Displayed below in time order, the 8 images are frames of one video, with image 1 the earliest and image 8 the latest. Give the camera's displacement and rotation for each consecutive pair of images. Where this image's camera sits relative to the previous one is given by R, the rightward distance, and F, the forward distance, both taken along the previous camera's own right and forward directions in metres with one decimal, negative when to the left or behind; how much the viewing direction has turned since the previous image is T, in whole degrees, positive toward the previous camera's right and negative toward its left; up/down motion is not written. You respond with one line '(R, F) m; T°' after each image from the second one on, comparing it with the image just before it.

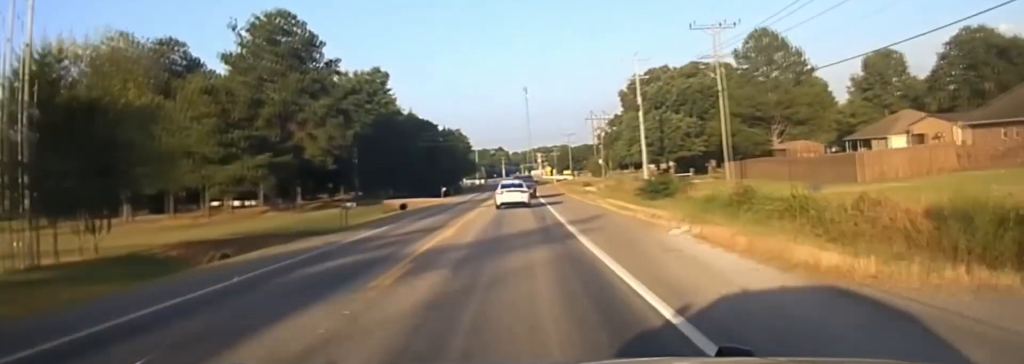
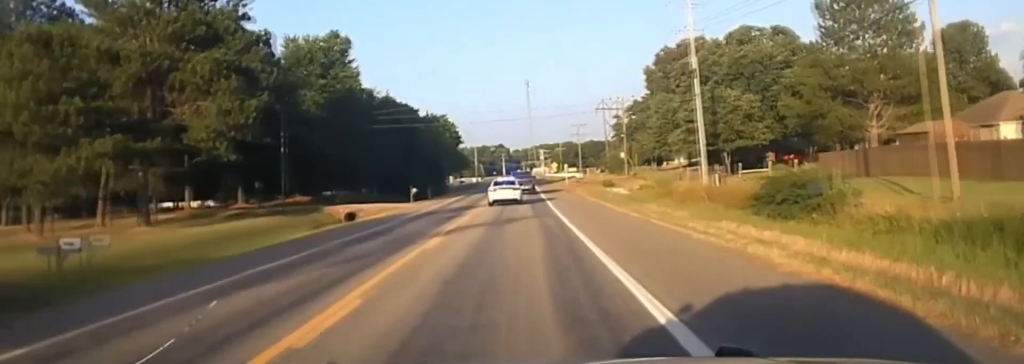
(0.0, +28.5) m; 0°
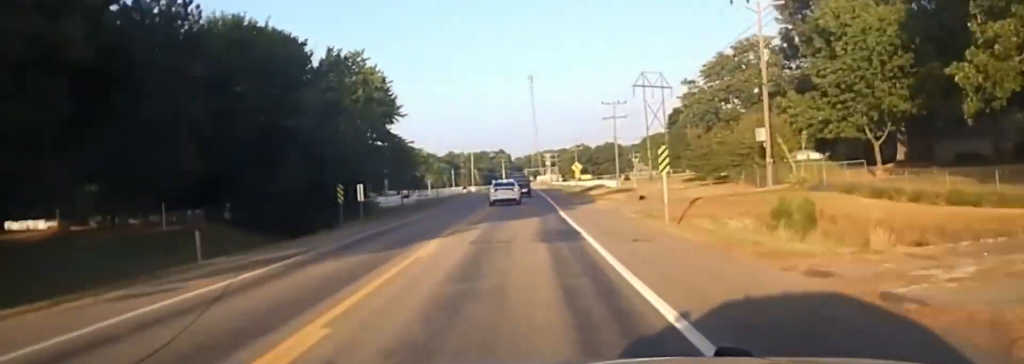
(+0.1, +60.4) m; +1°
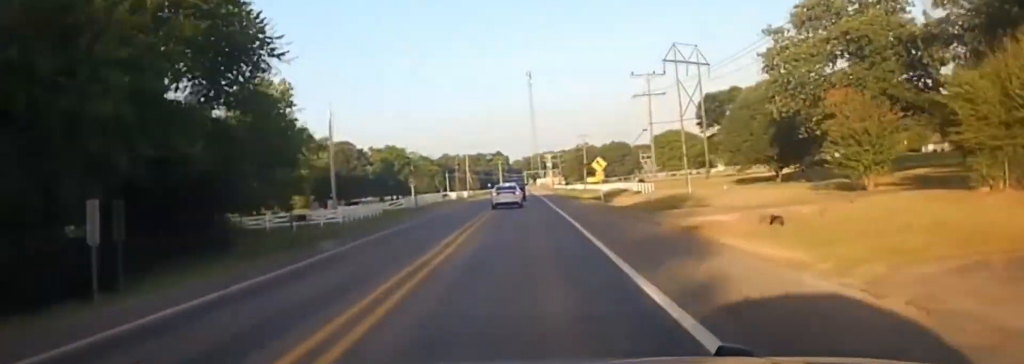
(+0.5, +31.6) m; 0°
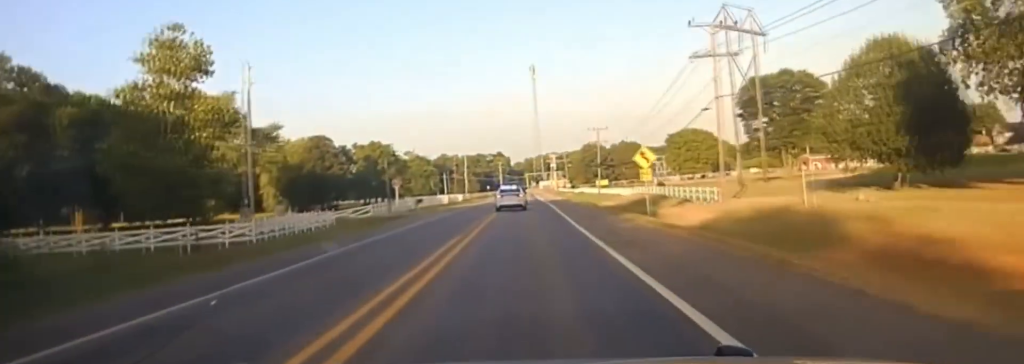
(-0.3, +26.2) m; 0°
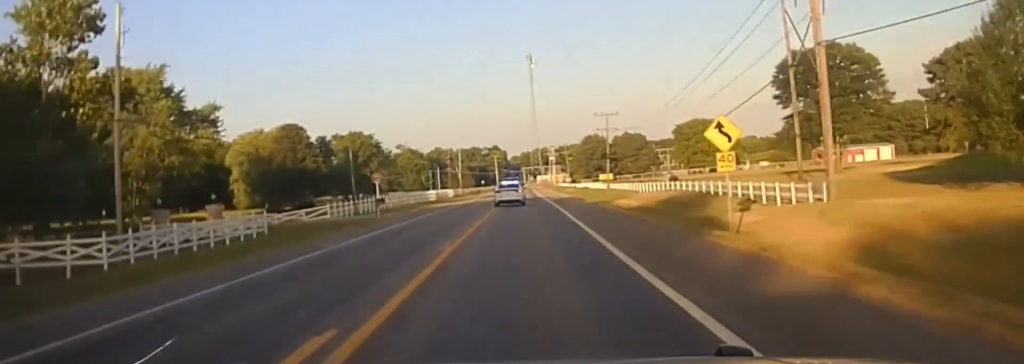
(-0.1, +17.5) m; 0°
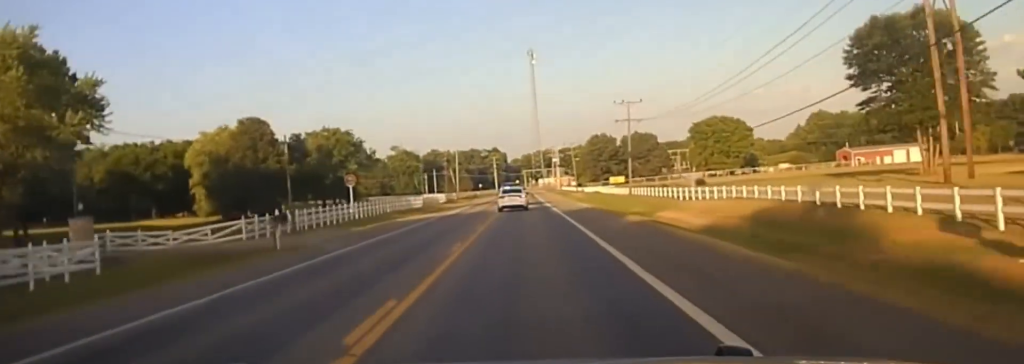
(0.0, +22.4) m; 0°
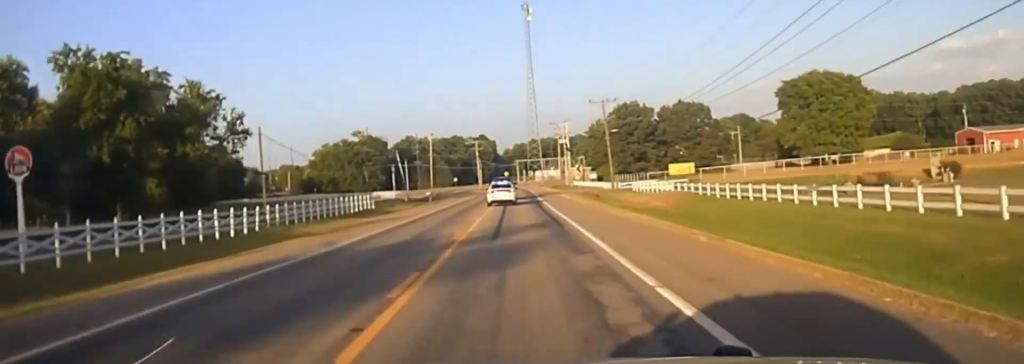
(0.0, +82.1) m; 0°
